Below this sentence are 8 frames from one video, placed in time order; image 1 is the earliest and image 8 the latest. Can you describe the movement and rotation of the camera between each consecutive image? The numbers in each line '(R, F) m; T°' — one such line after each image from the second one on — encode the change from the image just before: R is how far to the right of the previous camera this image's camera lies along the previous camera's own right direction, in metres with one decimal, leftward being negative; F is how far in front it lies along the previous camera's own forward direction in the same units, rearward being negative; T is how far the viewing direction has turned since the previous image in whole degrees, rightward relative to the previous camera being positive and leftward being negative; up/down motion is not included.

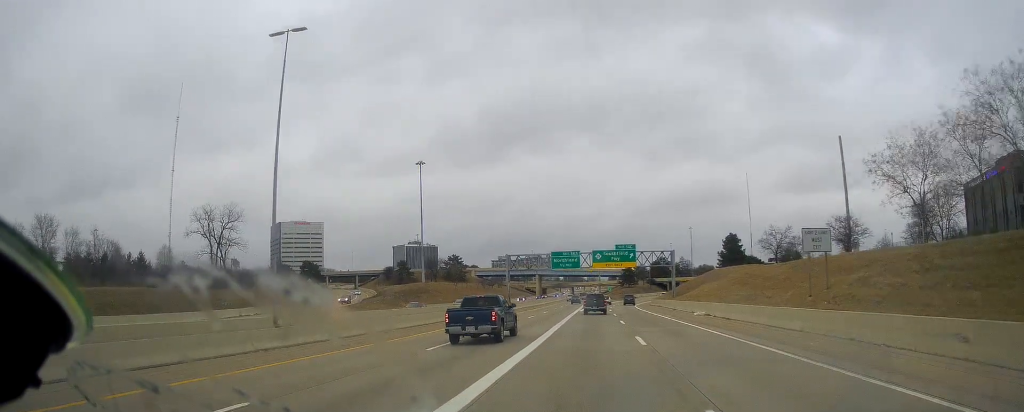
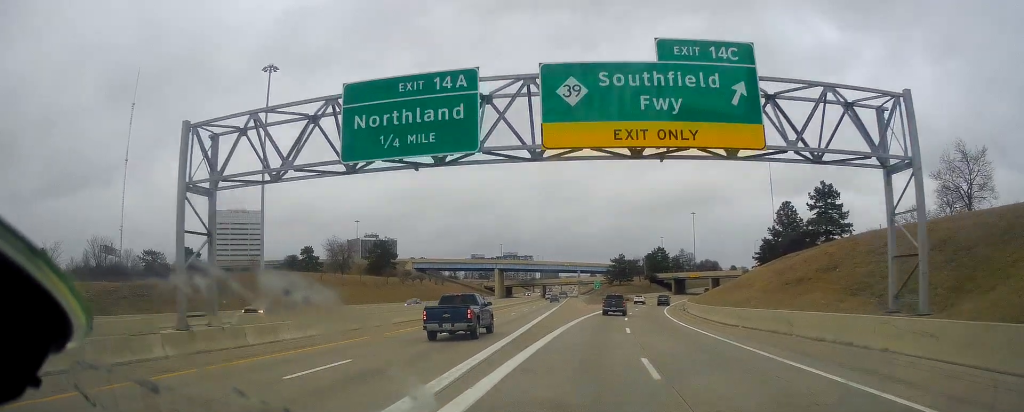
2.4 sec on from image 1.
(-0.5, +69.4) m; +2°
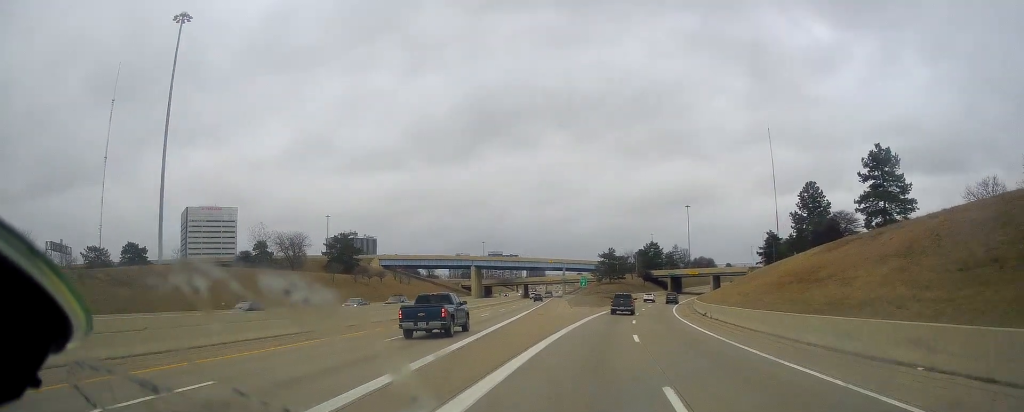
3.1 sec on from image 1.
(+0.4, +20.4) m; +2°
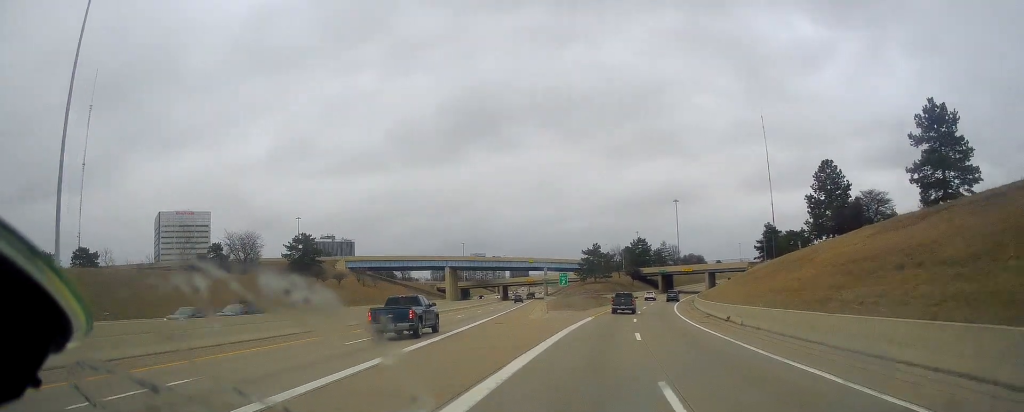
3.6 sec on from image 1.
(+0.2, +14.4) m; +1°
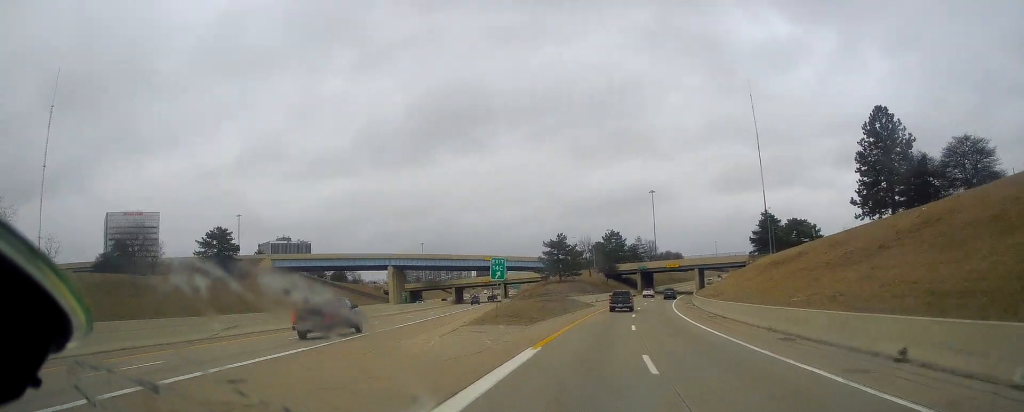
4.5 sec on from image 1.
(+0.4, +25.9) m; +2°
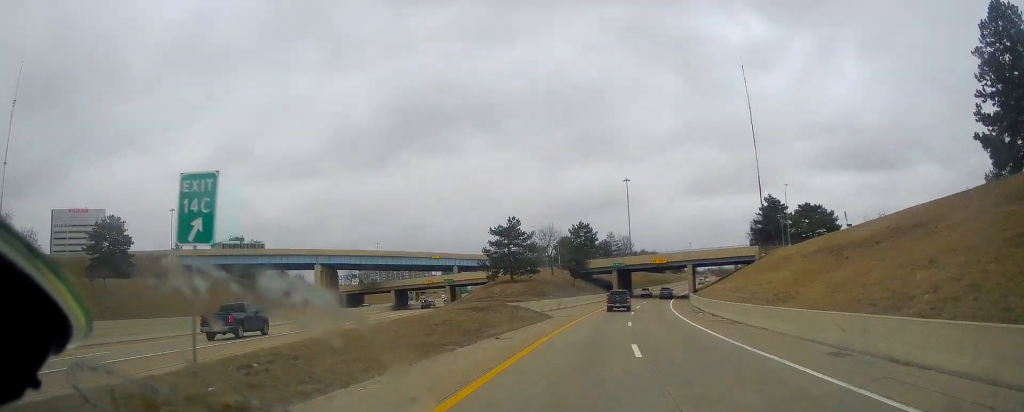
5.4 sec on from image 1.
(+0.4, +26.8) m; +3°
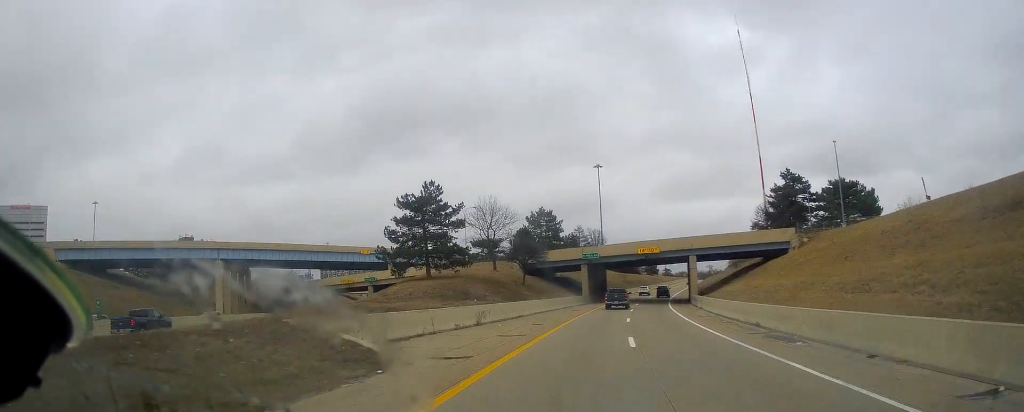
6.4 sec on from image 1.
(+1.0, +28.8) m; +4°
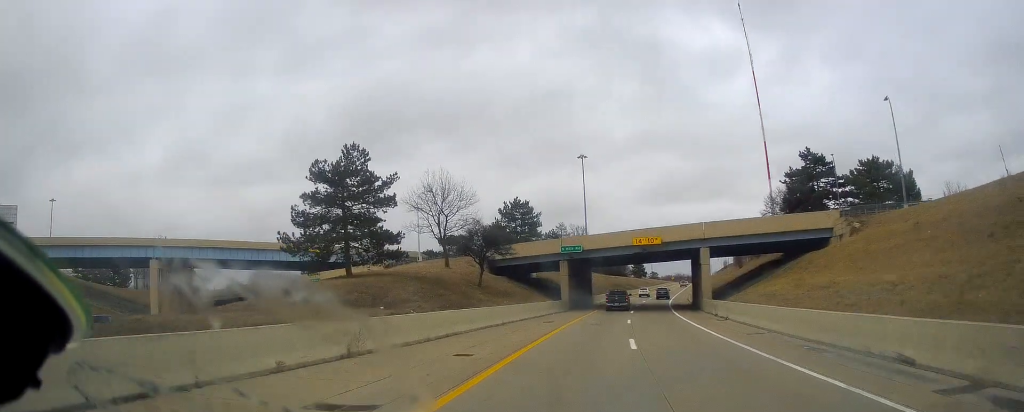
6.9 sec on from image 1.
(+0.3, +15.4) m; +2°
